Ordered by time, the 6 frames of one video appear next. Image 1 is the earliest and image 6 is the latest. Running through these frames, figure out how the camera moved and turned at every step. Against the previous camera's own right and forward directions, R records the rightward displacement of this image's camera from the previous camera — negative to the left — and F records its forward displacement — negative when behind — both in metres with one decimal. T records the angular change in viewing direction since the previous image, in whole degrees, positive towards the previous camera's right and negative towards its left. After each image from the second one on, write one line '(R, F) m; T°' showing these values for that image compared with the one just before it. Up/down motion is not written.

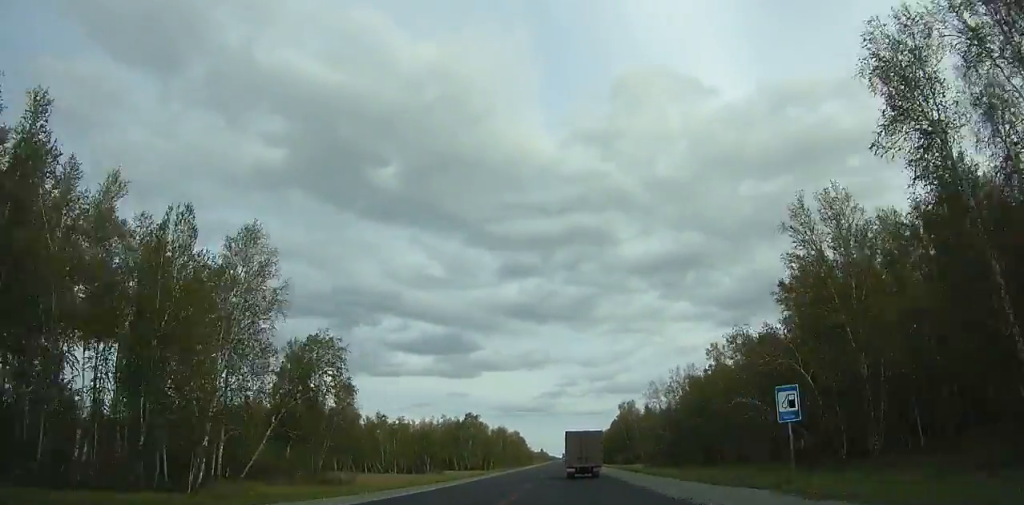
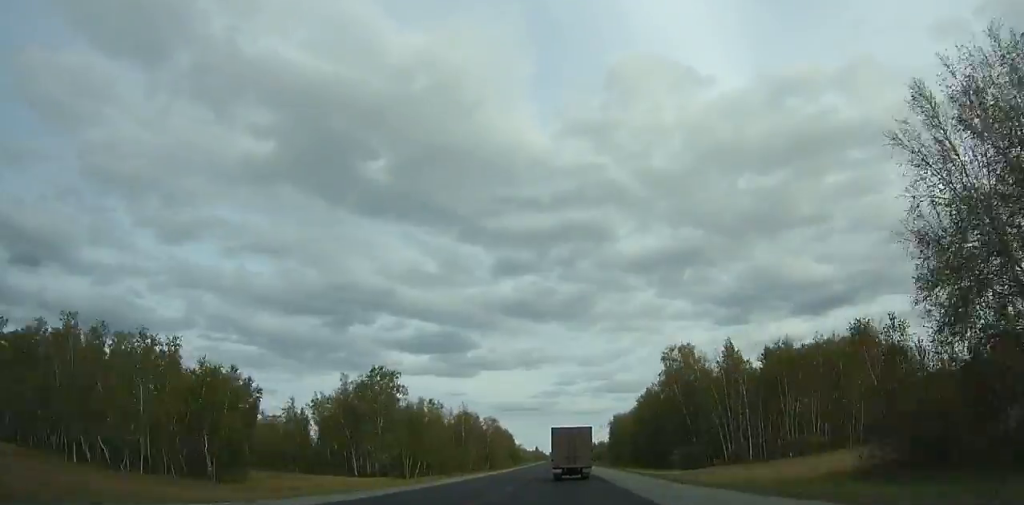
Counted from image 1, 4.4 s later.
(+0.8, +86.0) m; +1°
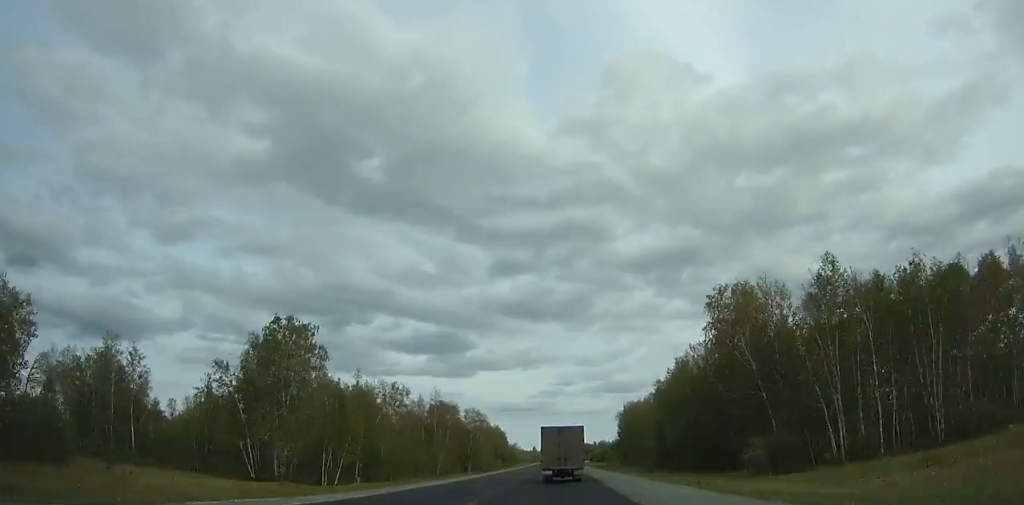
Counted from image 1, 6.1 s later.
(0.0, +33.1) m; 0°
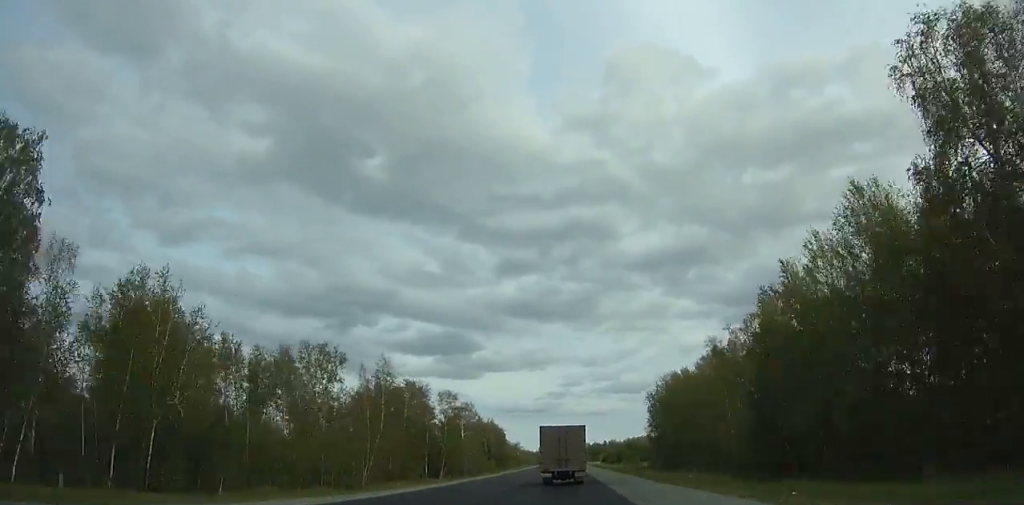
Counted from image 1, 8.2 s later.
(0.0, +40.9) m; 0°
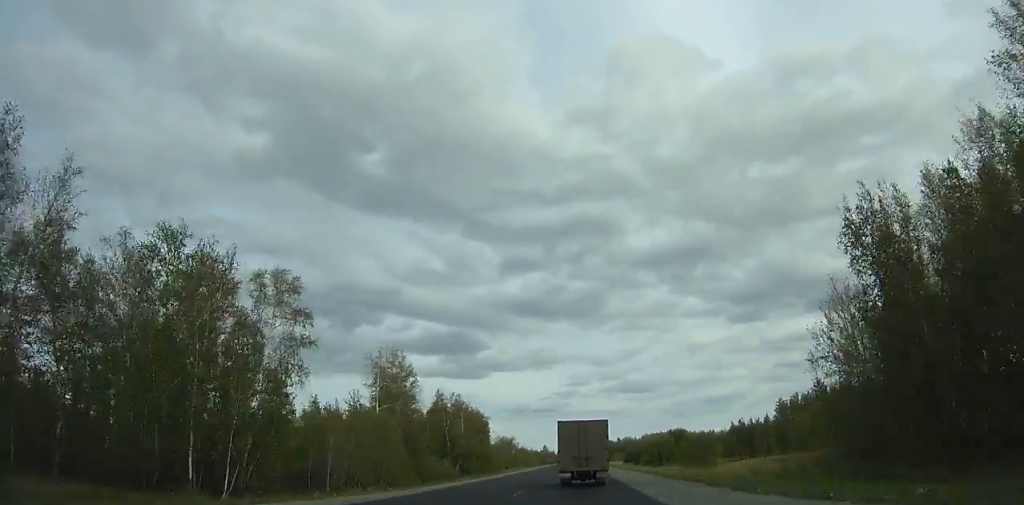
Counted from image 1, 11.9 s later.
(-0.7, +72.8) m; -1°
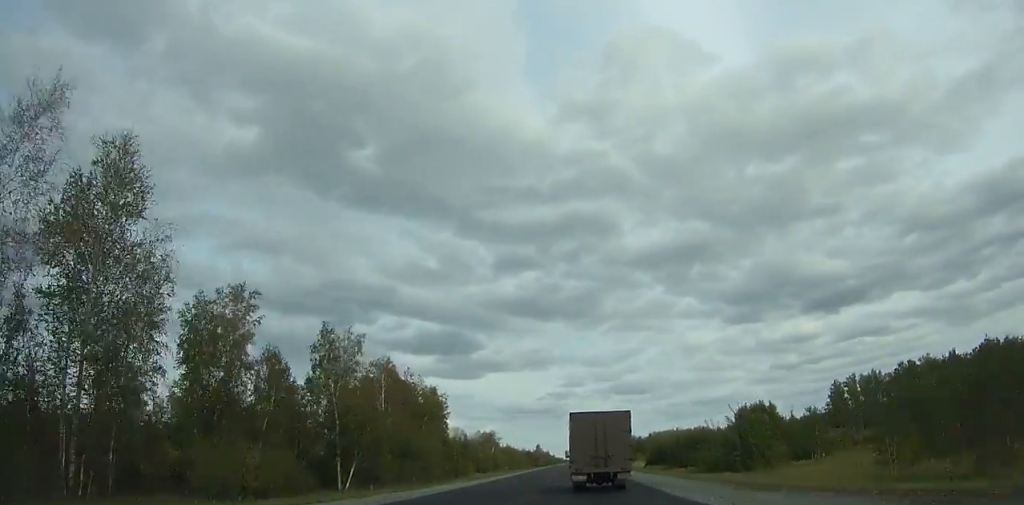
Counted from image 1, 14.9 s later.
(-0.1, +61.4) m; 0°
